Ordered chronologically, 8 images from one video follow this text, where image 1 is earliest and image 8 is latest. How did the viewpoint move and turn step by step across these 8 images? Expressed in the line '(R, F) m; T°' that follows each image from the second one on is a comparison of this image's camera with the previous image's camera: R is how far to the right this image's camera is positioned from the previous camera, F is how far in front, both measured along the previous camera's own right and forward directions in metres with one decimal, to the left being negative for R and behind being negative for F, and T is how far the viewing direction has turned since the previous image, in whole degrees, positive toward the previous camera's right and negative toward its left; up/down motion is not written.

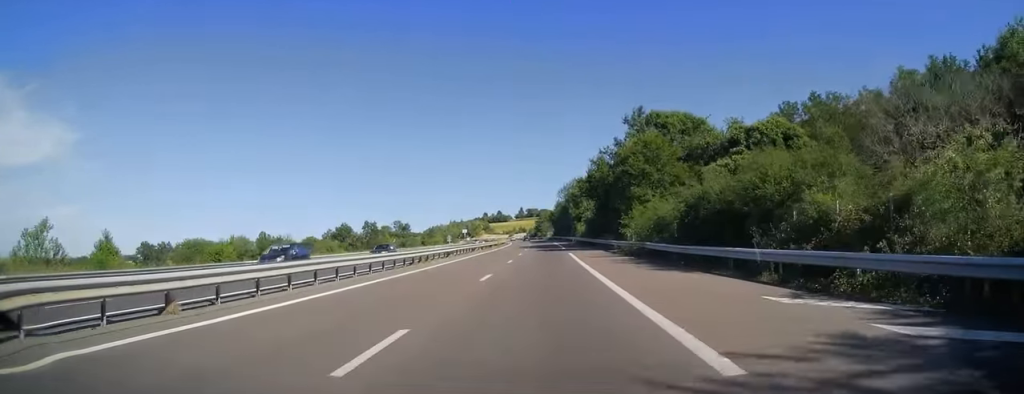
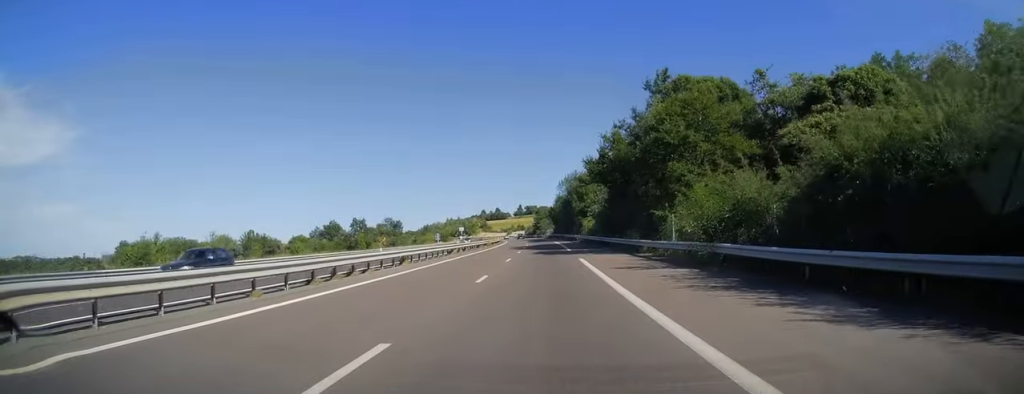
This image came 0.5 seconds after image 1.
(-0.1, +14.2) m; 0°
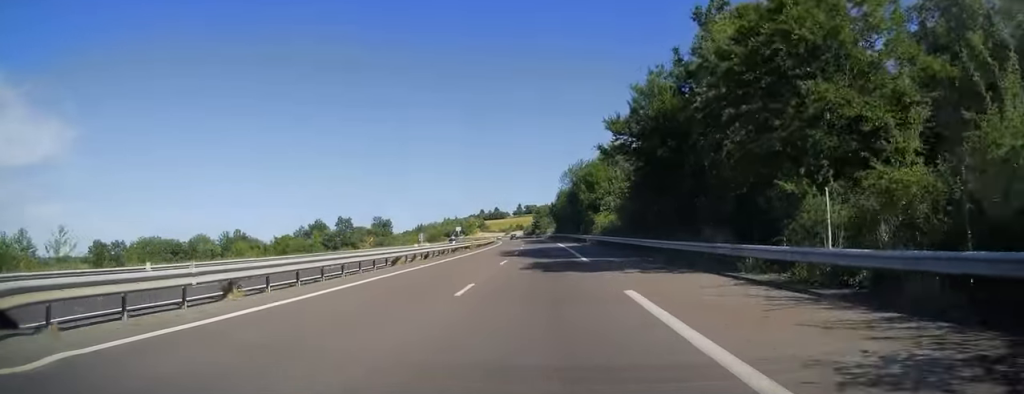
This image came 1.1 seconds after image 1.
(-0.1, +17.1) m; -1°
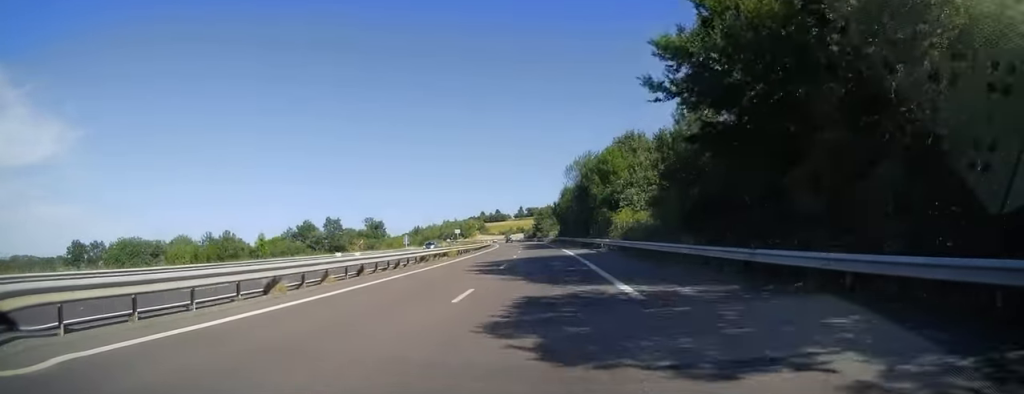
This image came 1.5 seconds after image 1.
(0.0, +13.7) m; -1°
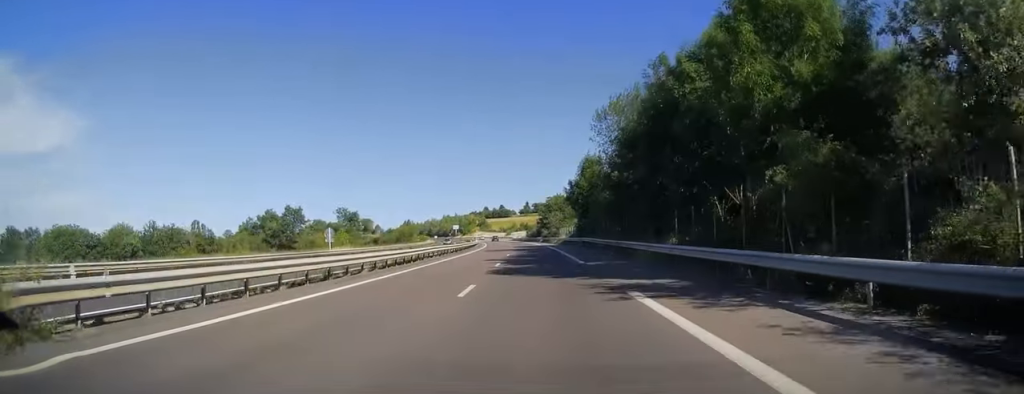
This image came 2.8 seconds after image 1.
(-0.6, +37.5) m; -1°
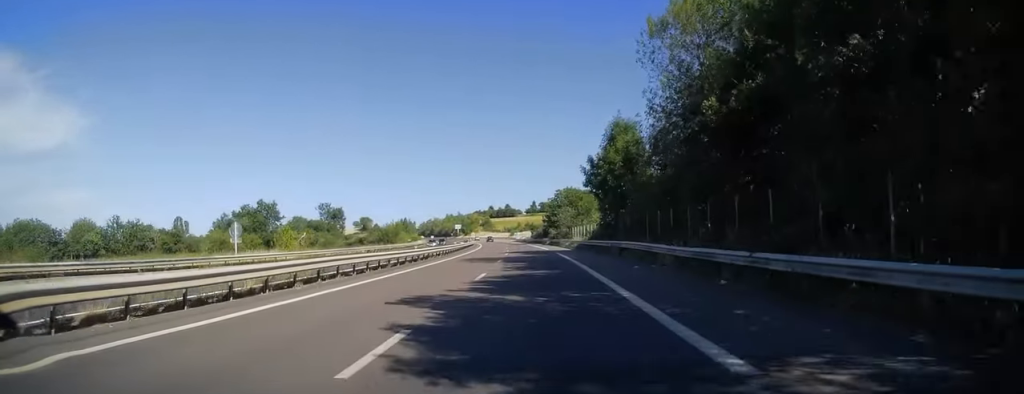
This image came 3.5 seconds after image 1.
(-0.1, +20.5) m; 0°
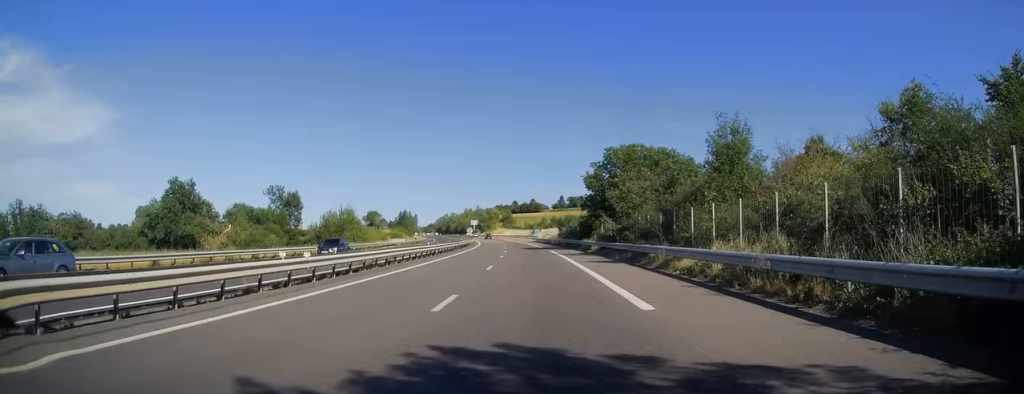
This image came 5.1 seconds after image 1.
(-0.5, +46.6) m; -2°
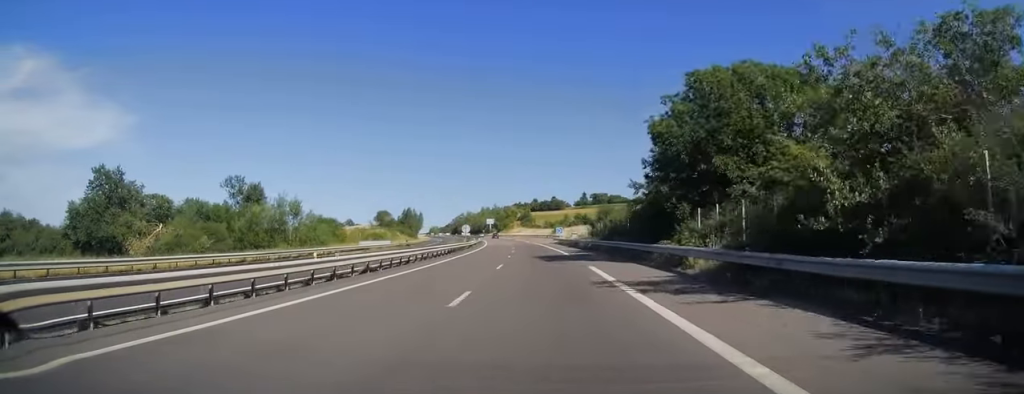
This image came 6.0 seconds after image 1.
(-0.3, +25.0) m; -2°
